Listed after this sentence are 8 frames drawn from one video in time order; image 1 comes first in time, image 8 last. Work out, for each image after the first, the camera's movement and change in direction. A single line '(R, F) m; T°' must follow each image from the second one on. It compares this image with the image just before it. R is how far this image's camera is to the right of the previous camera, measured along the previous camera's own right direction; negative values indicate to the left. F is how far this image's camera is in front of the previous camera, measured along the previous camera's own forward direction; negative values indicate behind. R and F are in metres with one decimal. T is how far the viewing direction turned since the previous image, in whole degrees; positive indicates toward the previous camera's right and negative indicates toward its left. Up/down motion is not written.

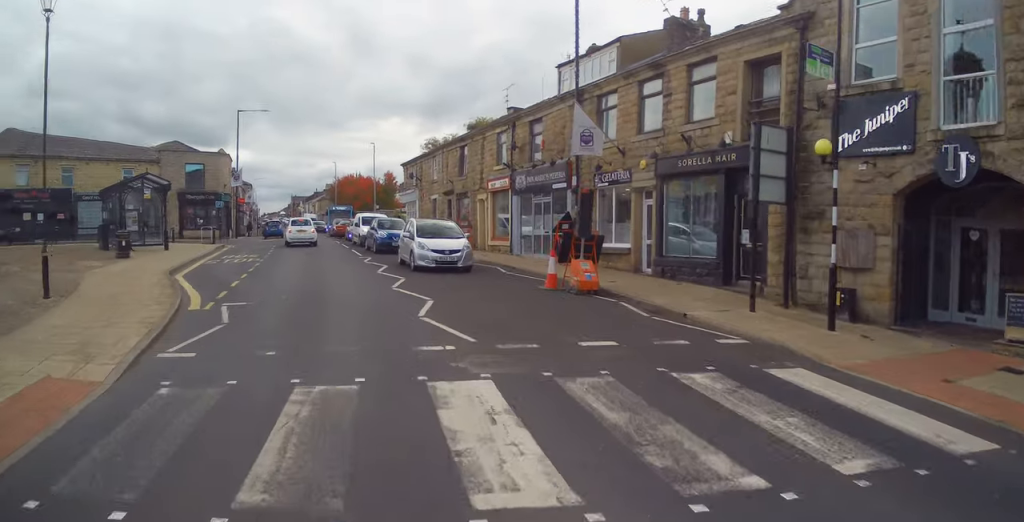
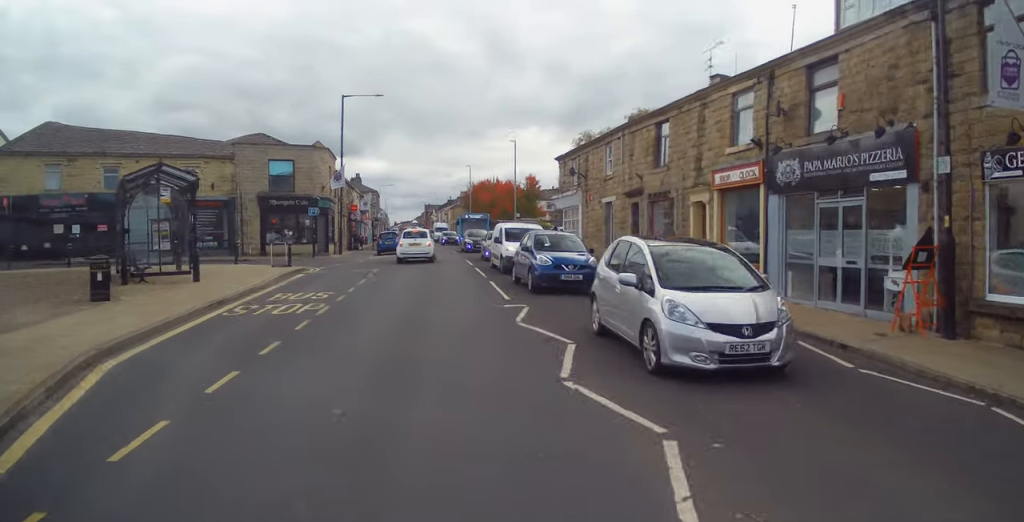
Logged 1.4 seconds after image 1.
(-0.8, +10.7) m; -10°
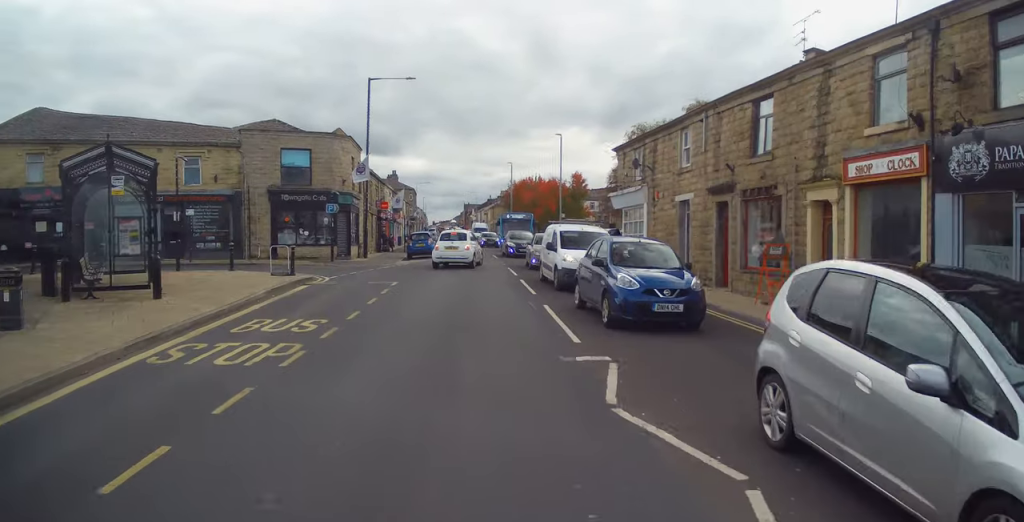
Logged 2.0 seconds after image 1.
(-0.3, +4.6) m; -3°
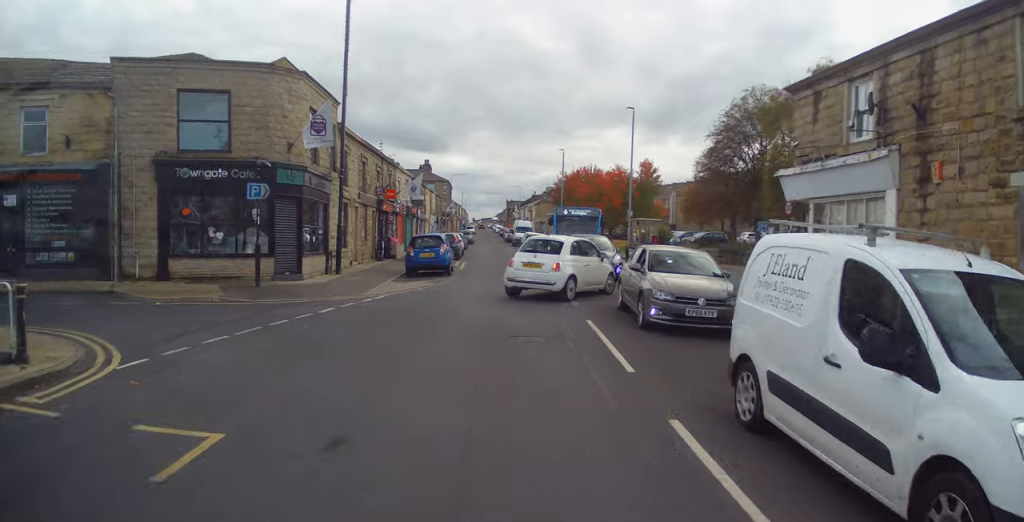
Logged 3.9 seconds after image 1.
(-0.5, +13.8) m; -2°
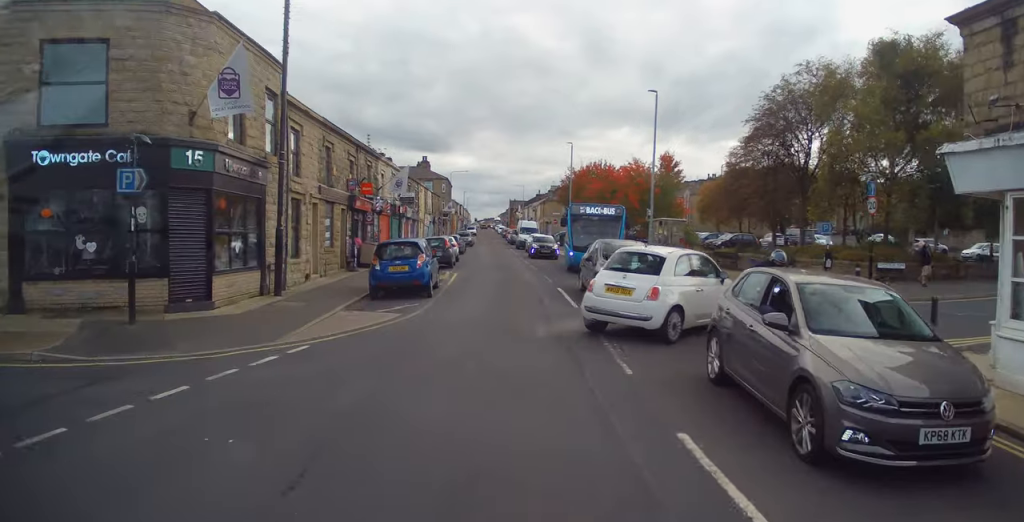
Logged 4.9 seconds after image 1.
(+0.1, +6.3) m; +1°
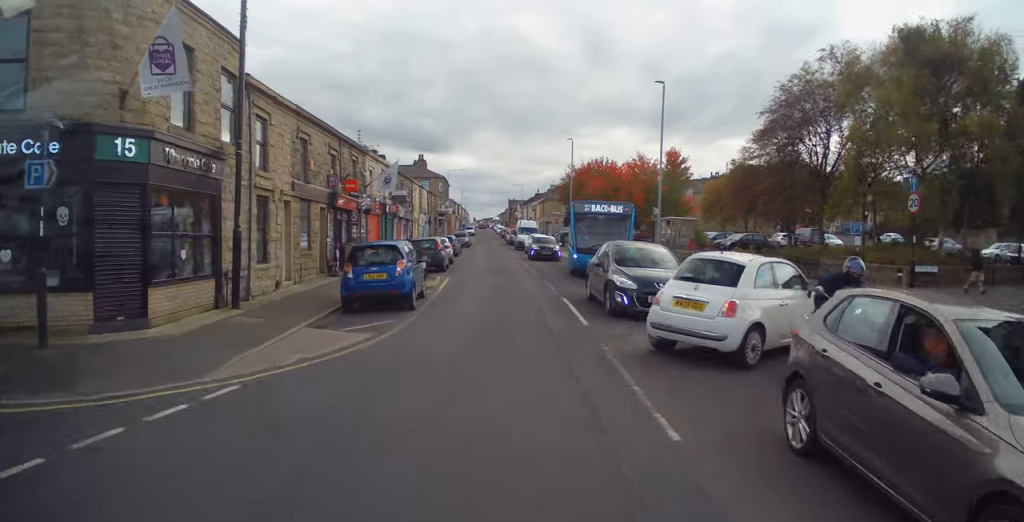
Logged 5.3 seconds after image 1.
(+0.1, +2.6) m; 0°
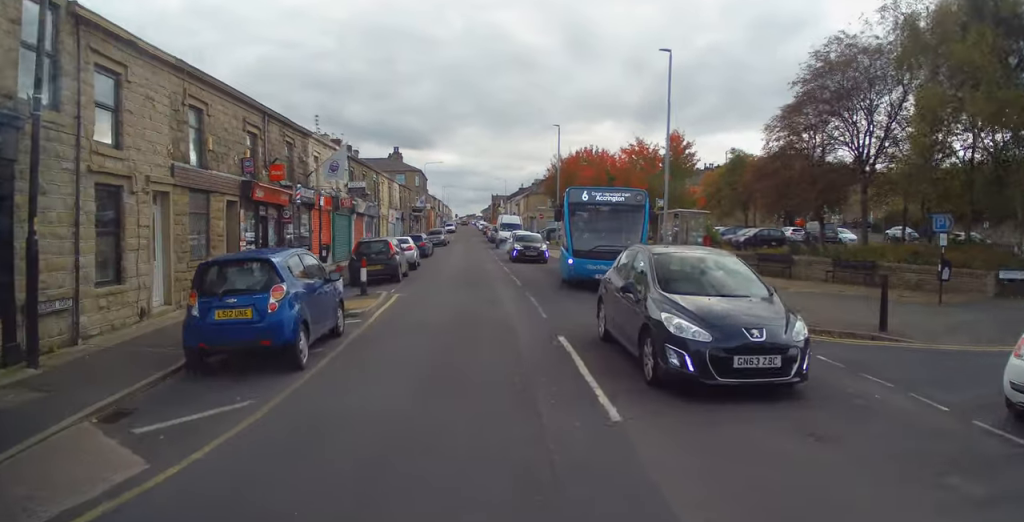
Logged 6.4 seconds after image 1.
(-0.1, +5.8) m; 0°
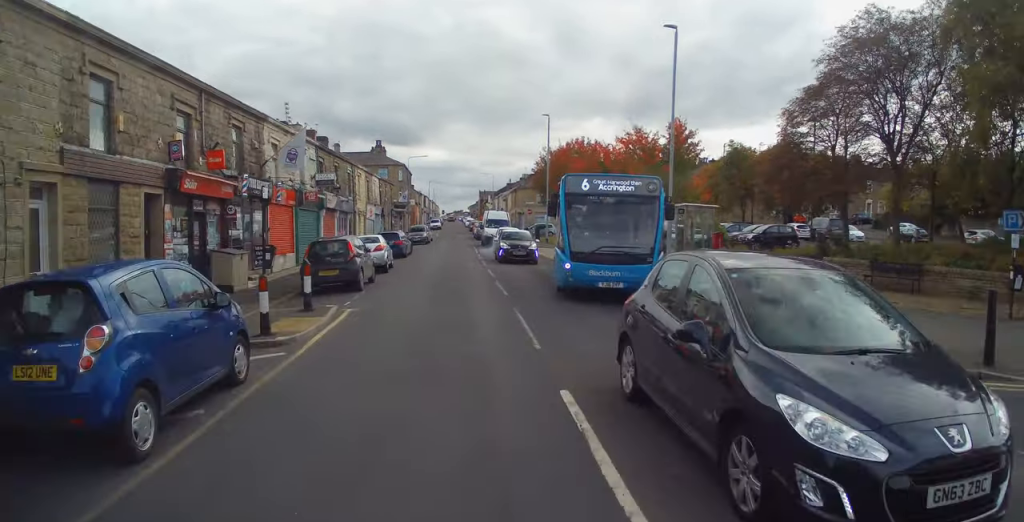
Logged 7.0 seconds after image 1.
(+0.1, +3.2) m; +1°
